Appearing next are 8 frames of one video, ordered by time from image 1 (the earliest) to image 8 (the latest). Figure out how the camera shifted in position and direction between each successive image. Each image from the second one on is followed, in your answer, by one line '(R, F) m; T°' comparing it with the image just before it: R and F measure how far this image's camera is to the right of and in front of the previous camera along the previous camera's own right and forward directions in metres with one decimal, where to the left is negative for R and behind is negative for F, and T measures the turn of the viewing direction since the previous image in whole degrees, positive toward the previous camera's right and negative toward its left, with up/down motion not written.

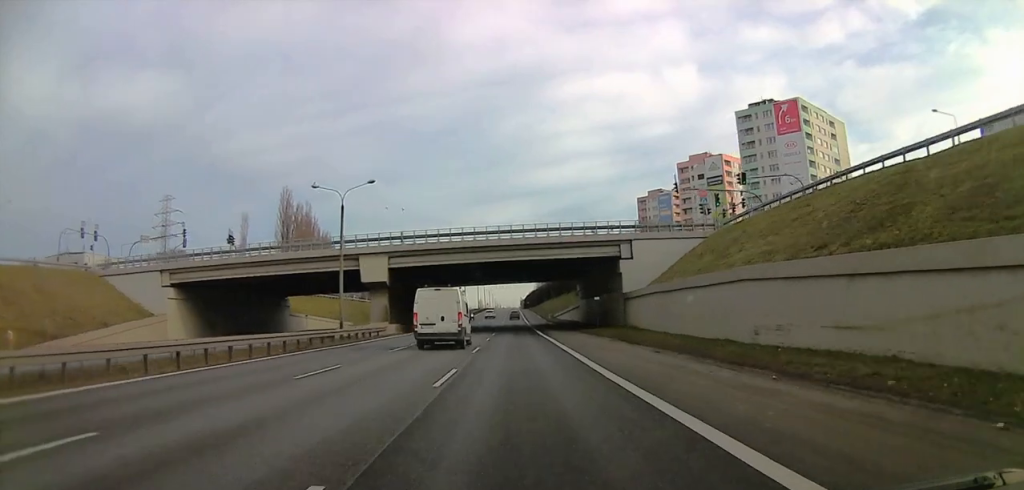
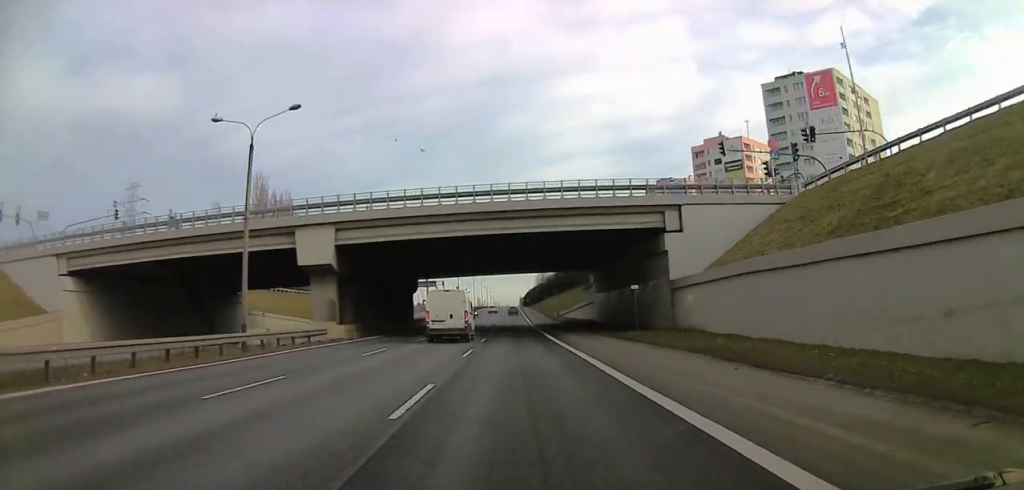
(0.0, +16.5) m; 0°
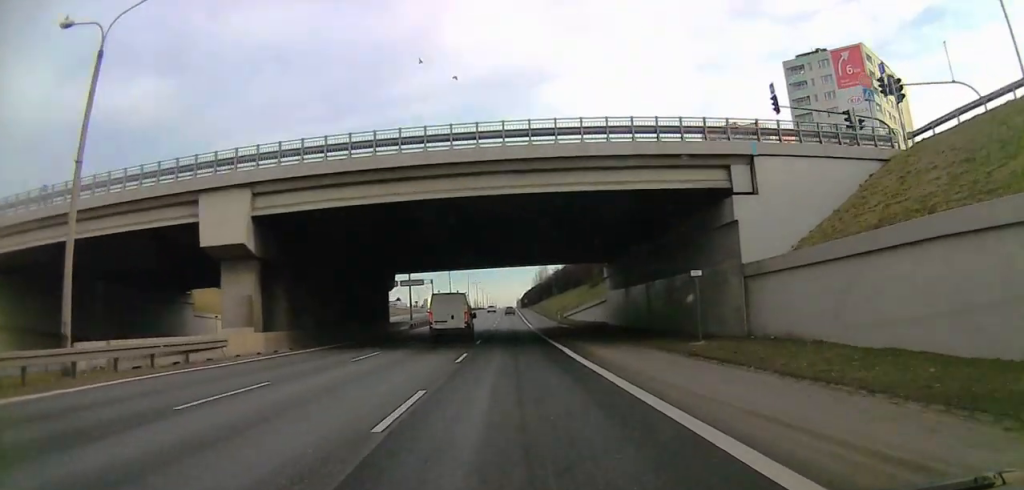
(0.0, +12.6) m; 0°
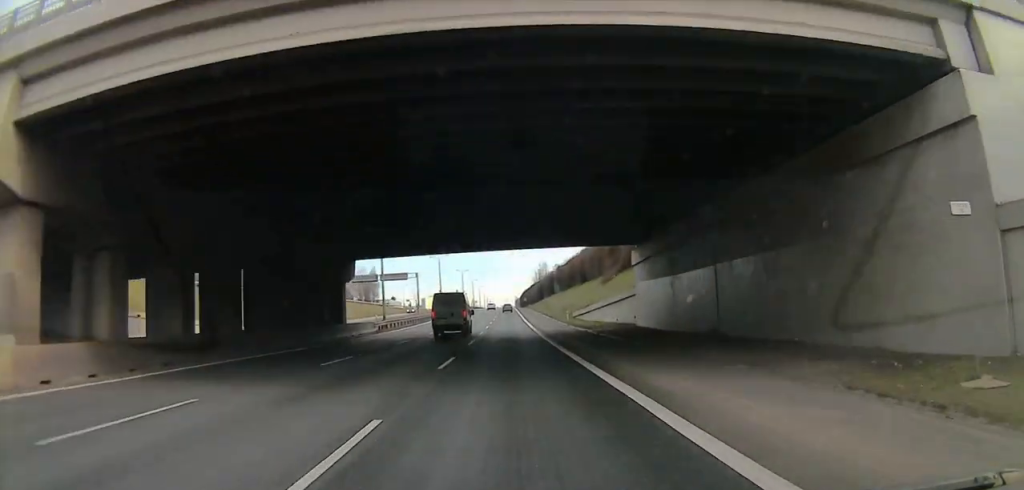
(0.0, +16.0) m; 0°
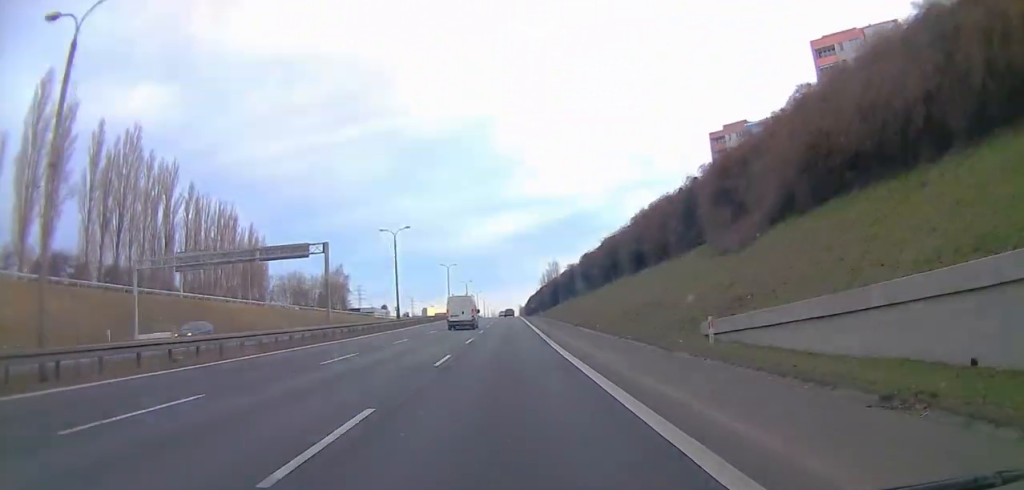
(-0.1, +47.5) m; 0°
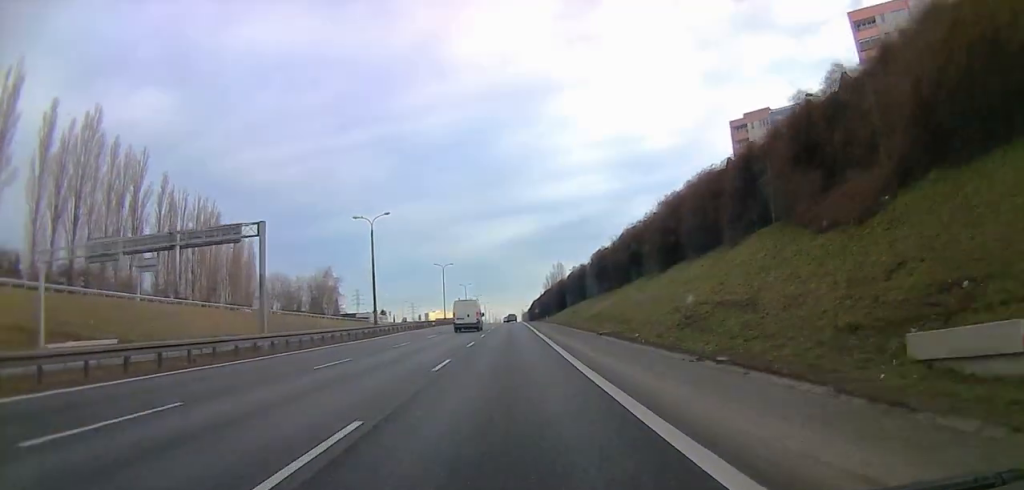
(0.0, +13.2) m; 0°
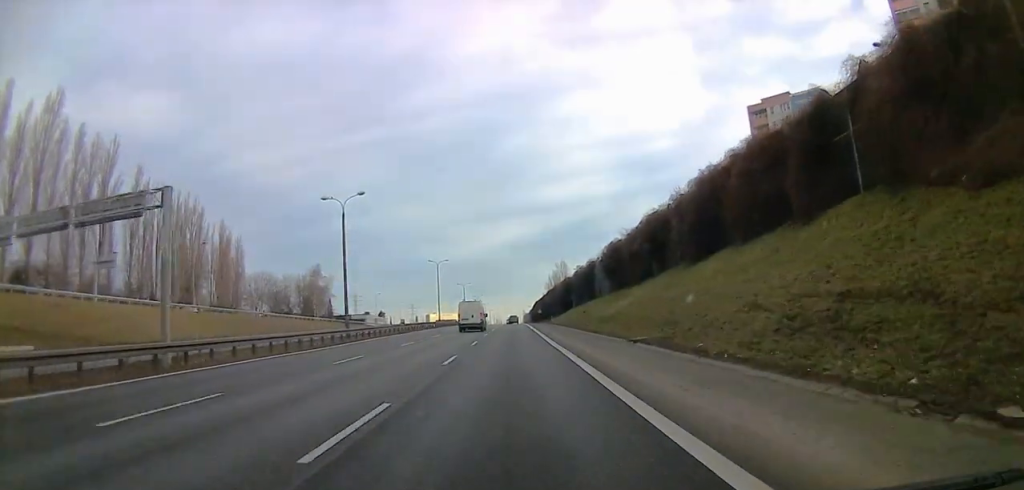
(0.0, +10.8) m; 0°
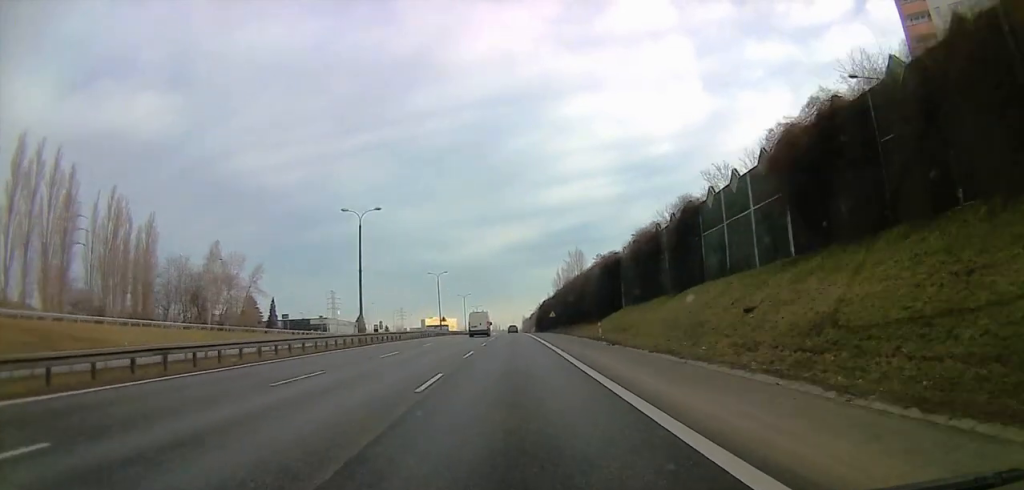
(+1.3, +54.2) m; +2°
